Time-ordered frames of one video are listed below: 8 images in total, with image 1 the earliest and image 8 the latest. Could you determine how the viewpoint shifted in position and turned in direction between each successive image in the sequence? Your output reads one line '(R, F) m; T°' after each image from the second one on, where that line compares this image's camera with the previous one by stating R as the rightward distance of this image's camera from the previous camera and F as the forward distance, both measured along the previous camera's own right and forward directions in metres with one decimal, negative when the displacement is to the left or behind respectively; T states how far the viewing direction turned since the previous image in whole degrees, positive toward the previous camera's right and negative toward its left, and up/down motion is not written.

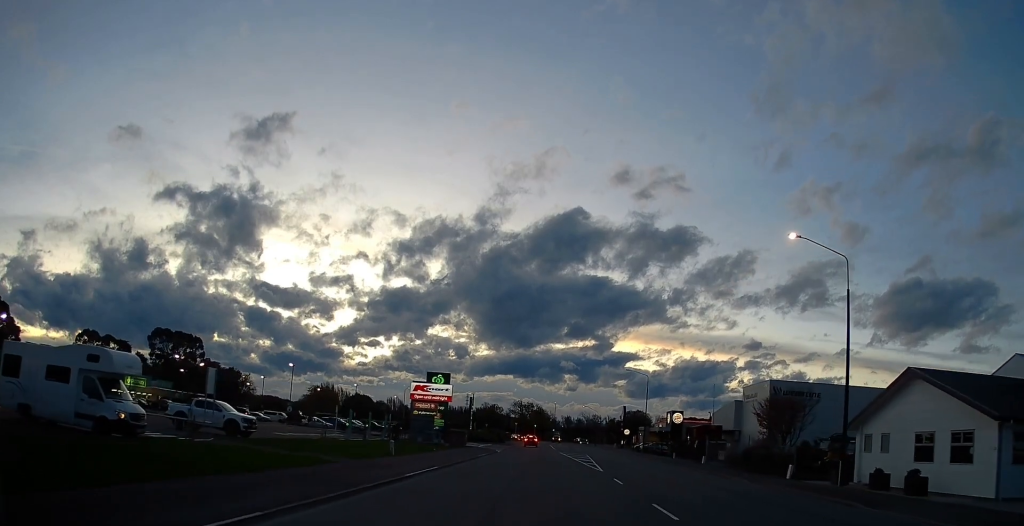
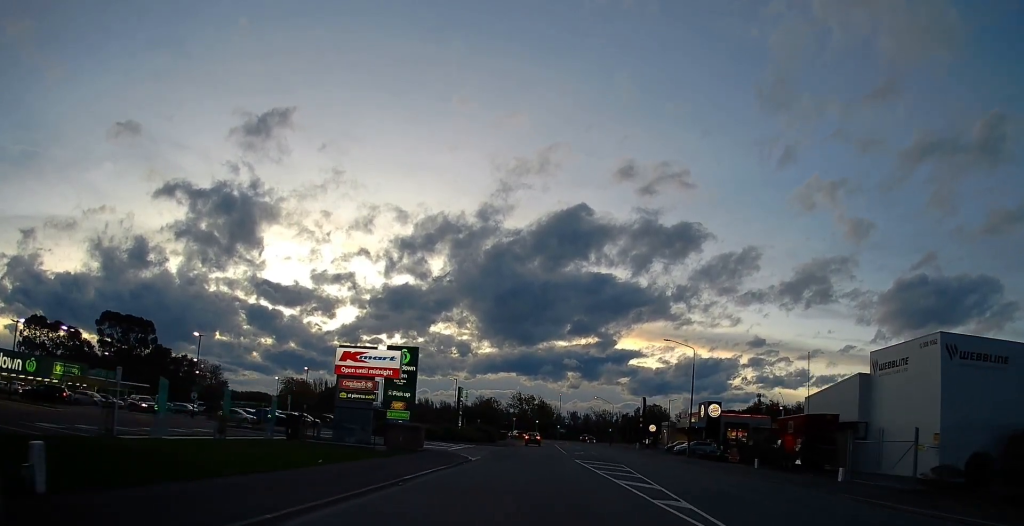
(-0.1, +26.0) m; 0°
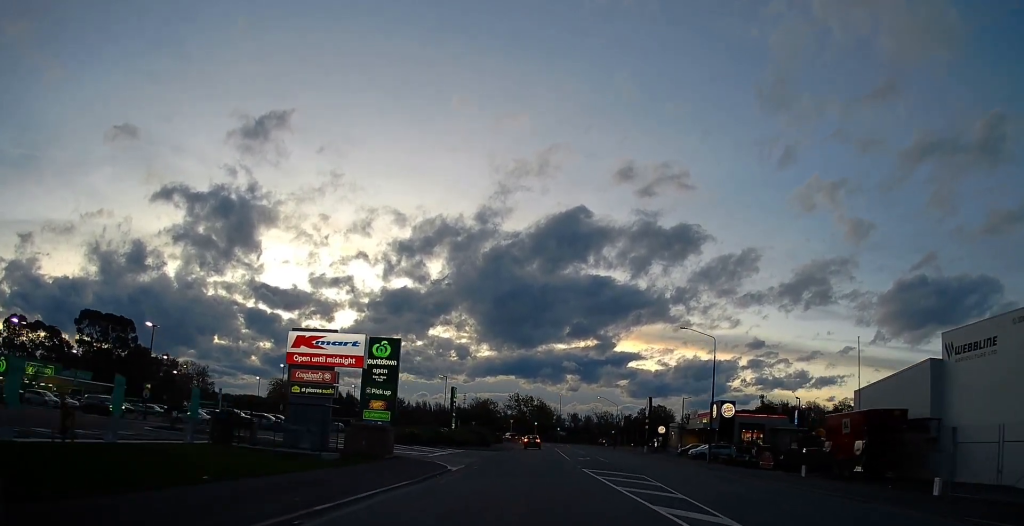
(-0.3, +8.3) m; 0°
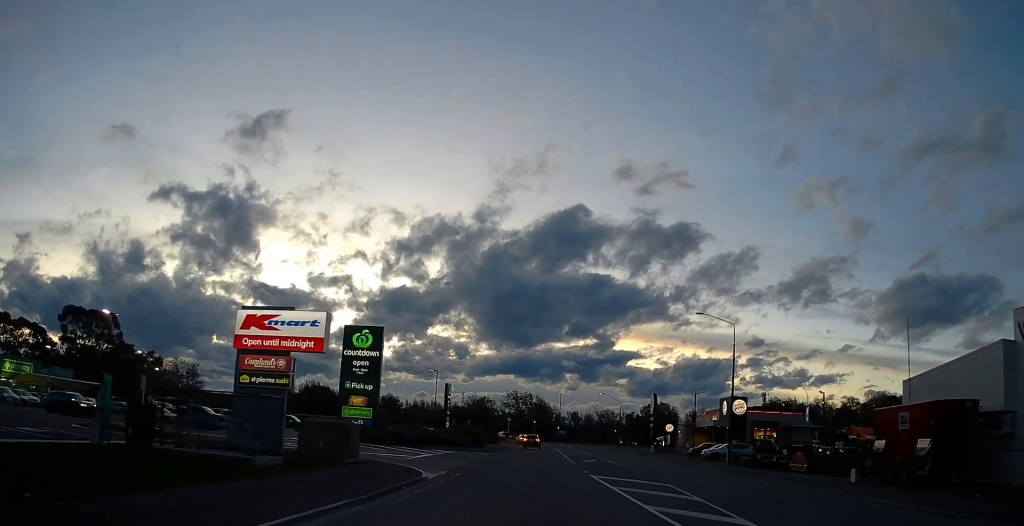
(-0.1, +6.1) m; 0°
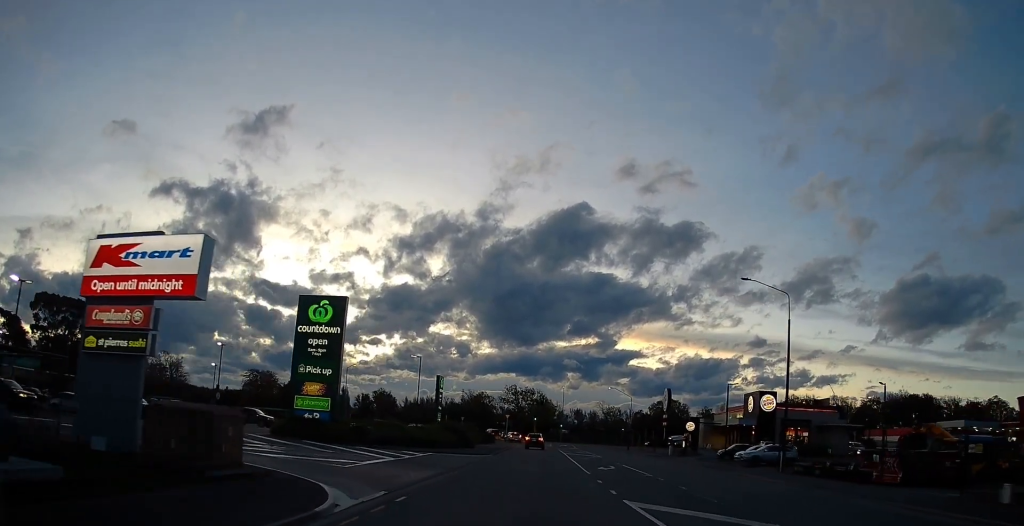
(+0.4, +10.9) m; +1°
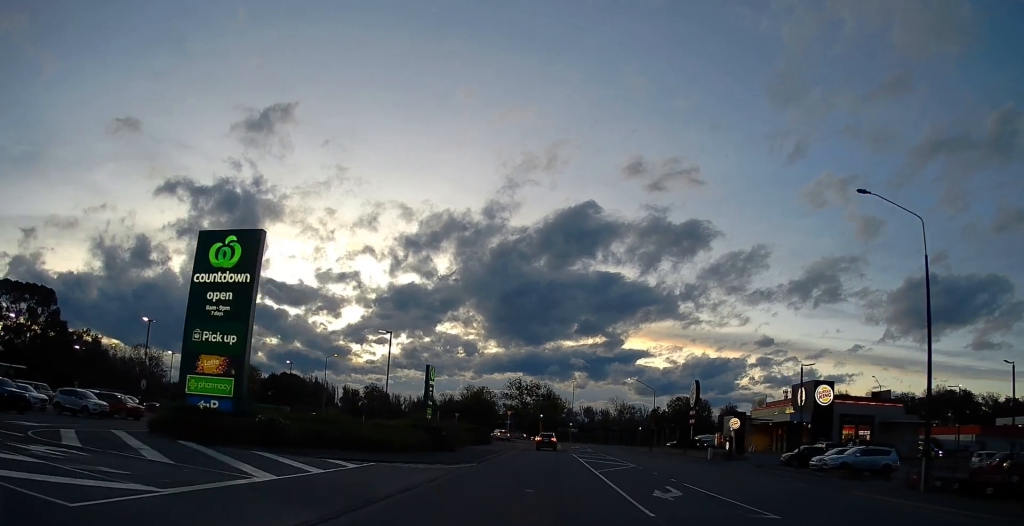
(-0.1, +14.4) m; 0°
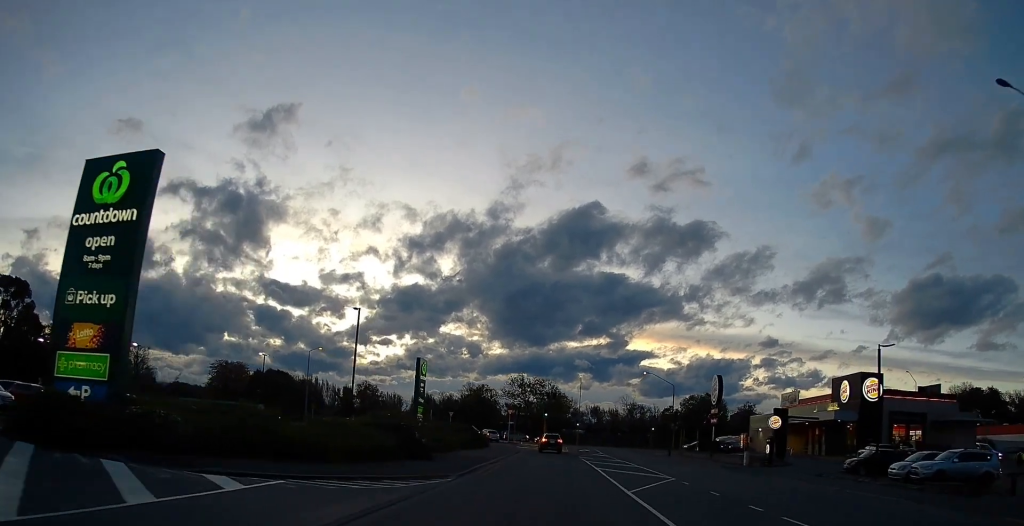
(+0.2, +9.3) m; 0°
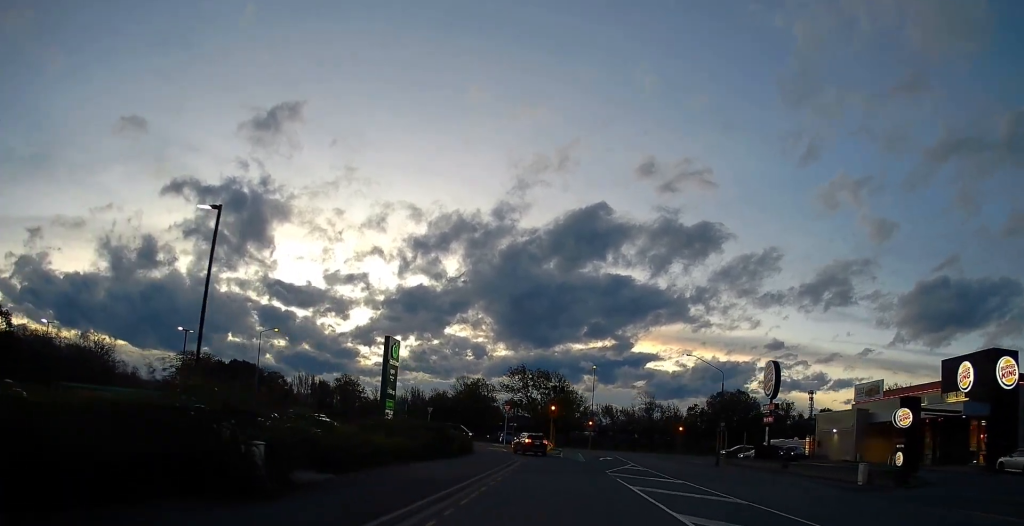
(-0.5, +17.8) m; -2°
